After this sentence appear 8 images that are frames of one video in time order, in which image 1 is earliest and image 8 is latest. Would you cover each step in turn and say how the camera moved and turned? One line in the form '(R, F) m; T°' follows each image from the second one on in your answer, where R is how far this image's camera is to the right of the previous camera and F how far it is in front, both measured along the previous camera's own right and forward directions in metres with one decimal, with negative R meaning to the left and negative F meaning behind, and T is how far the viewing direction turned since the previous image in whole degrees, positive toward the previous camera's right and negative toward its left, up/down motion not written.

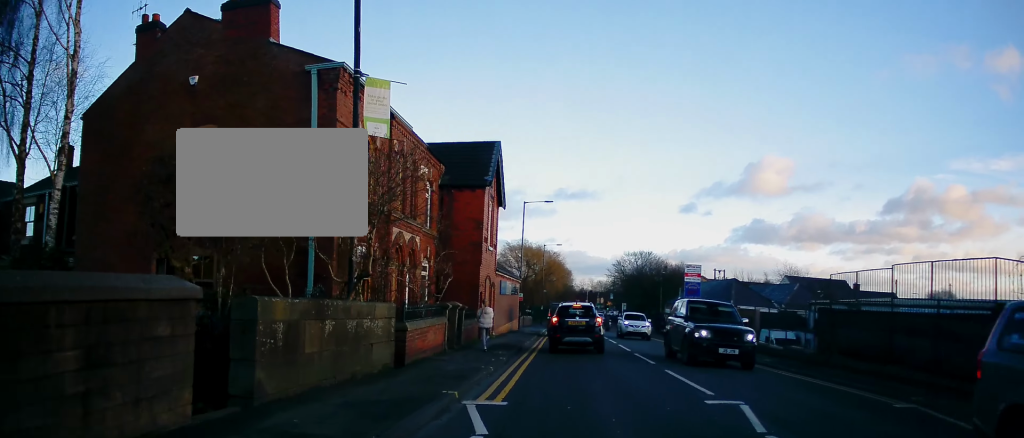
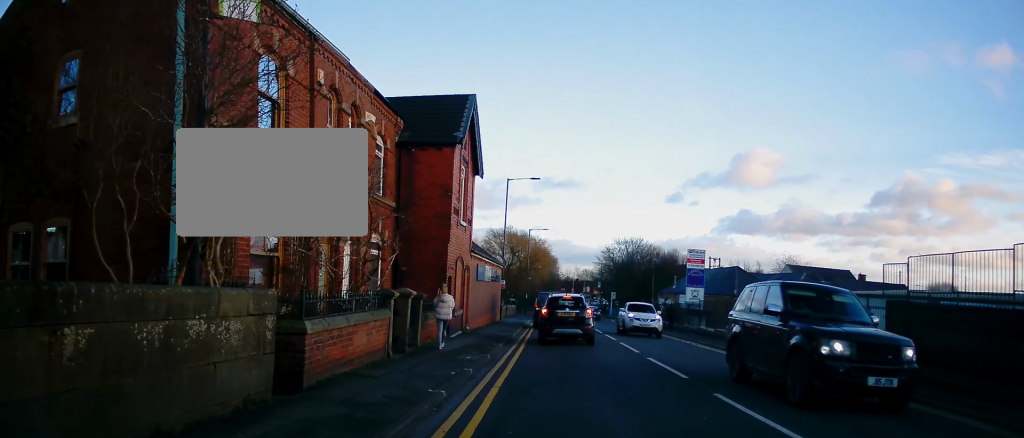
(0.0, +4.8) m; 0°
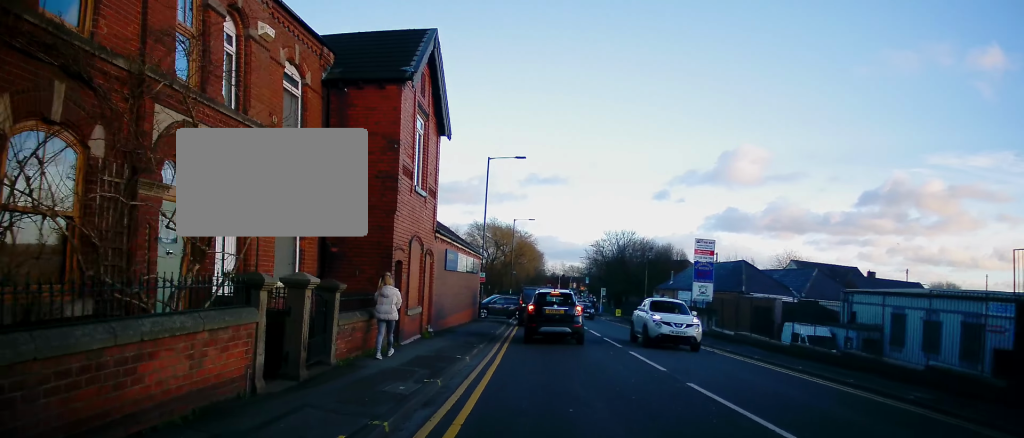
(+0.1, +5.1) m; 0°
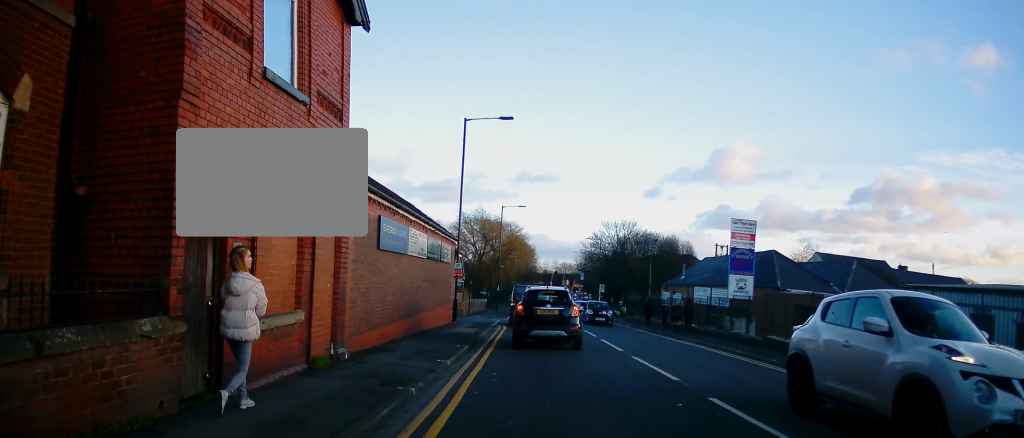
(+0.1, +7.7) m; +5°
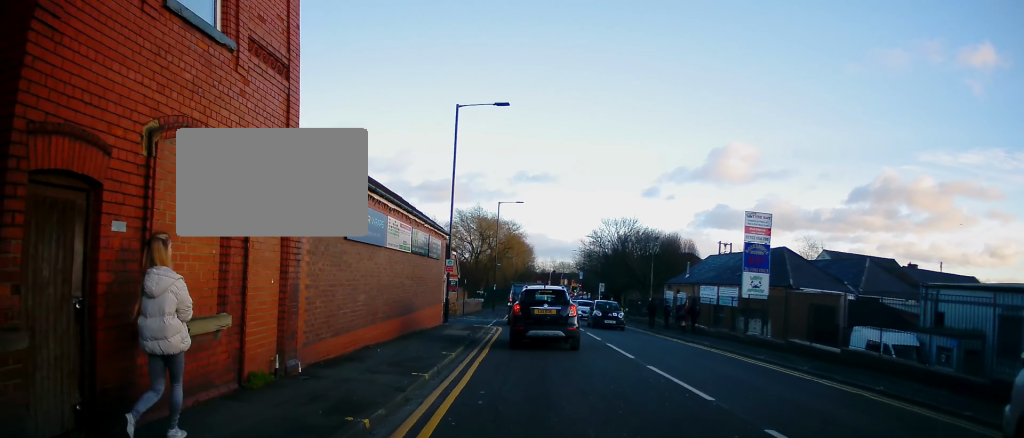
(0.0, +2.0) m; +1°
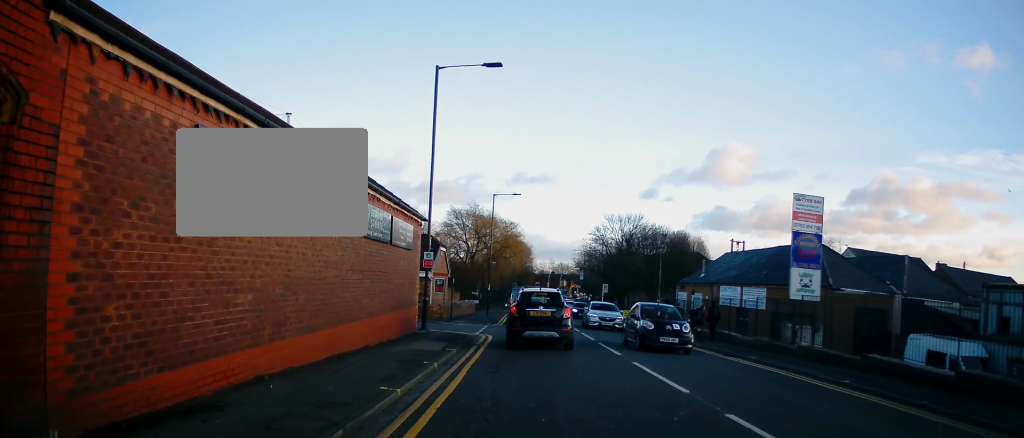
(-0.2, +4.9) m; -6°
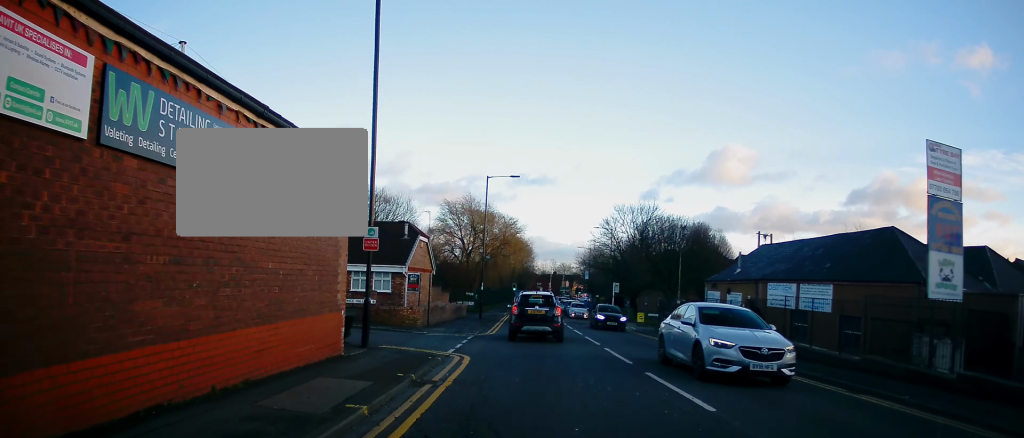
(+0.2, +8.2) m; +2°
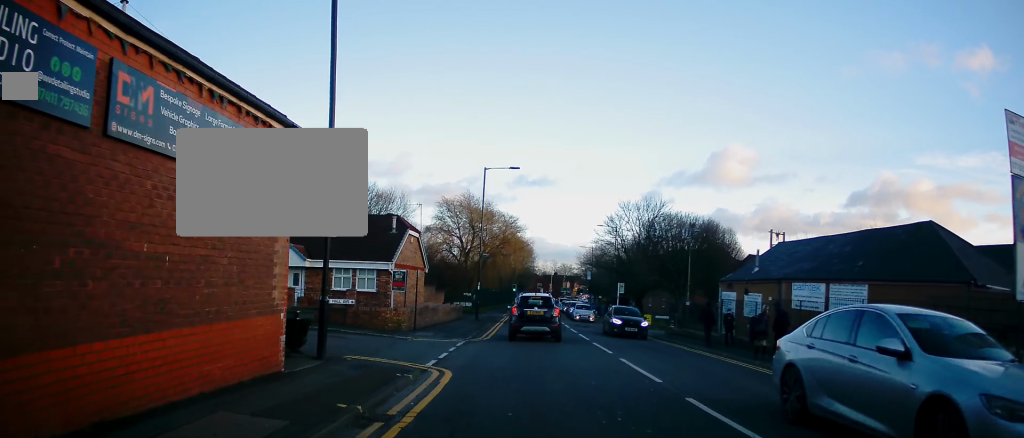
(-0.2, +3.1) m; -1°
